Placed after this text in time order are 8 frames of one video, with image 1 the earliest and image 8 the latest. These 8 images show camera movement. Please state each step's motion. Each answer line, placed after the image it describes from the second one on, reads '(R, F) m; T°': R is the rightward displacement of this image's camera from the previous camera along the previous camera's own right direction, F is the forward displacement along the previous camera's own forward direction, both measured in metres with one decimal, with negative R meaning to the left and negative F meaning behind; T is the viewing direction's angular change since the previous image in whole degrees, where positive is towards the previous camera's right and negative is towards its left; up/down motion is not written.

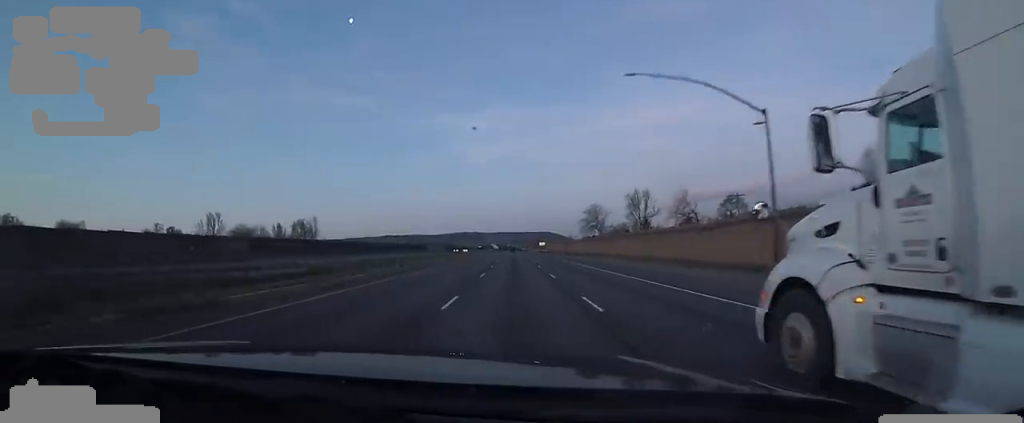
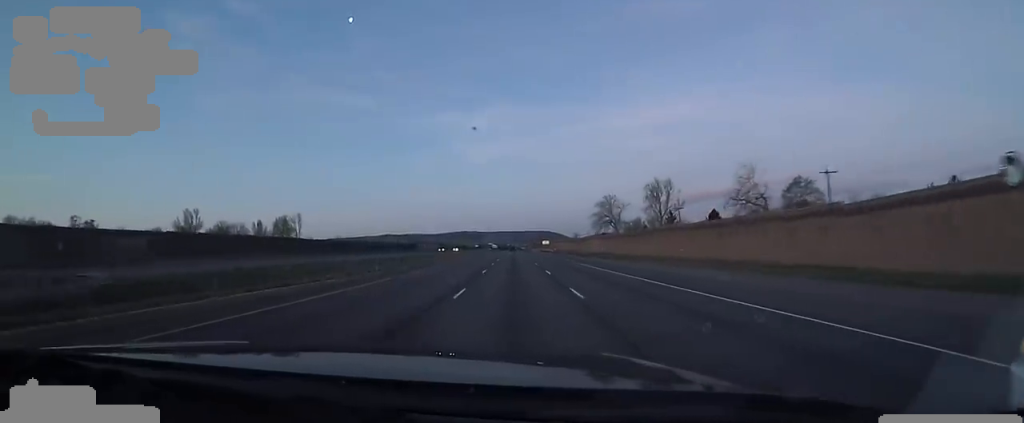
(-0.5, +20.9) m; 0°
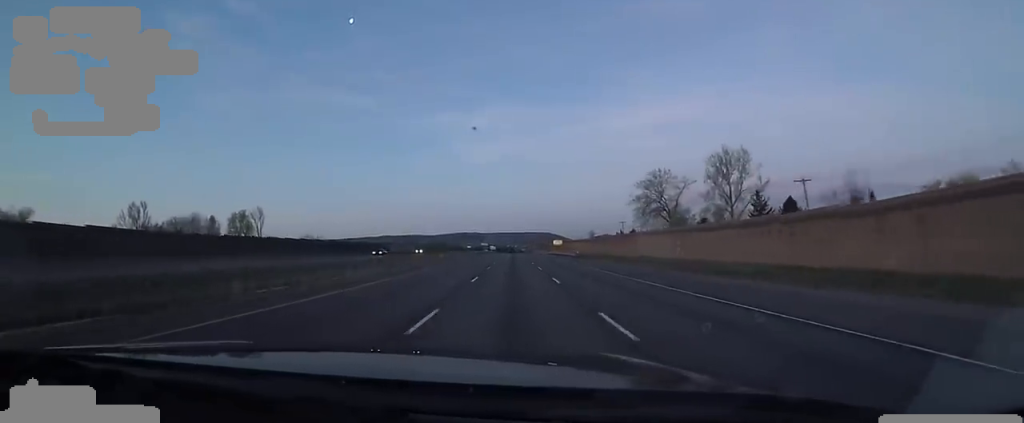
(+0.5, +41.5) m; +2°
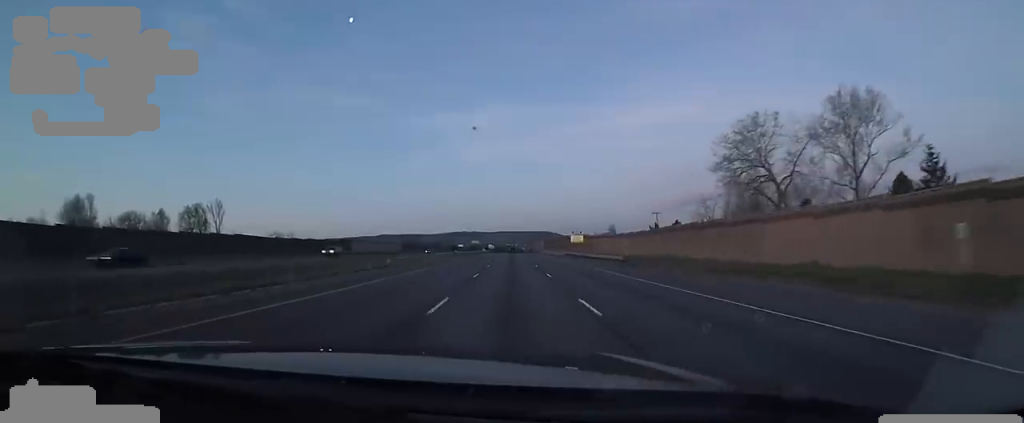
(-0.4, +34.3) m; -3°
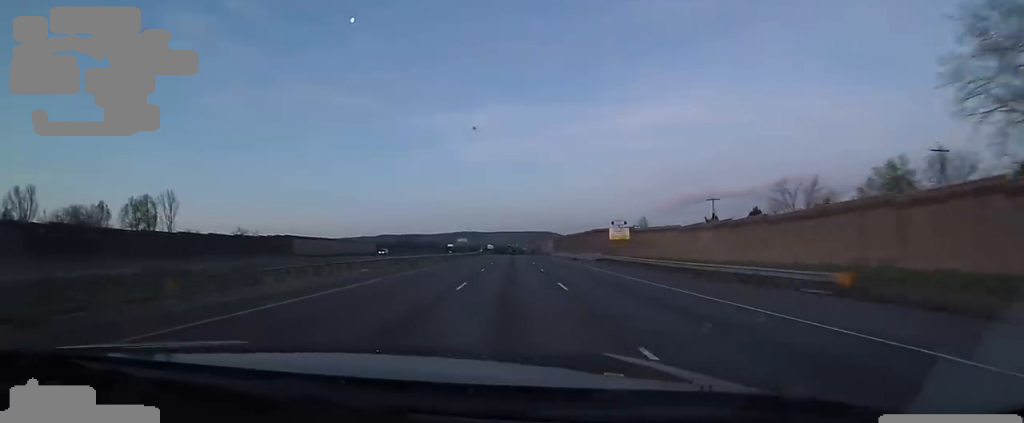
(-1.0, +31.6) m; +1°
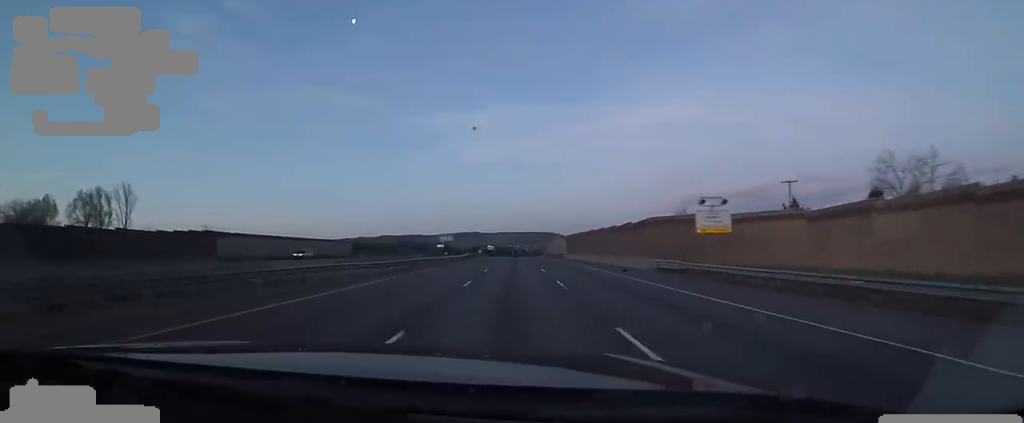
(+1.1, +23.5) m; +1°
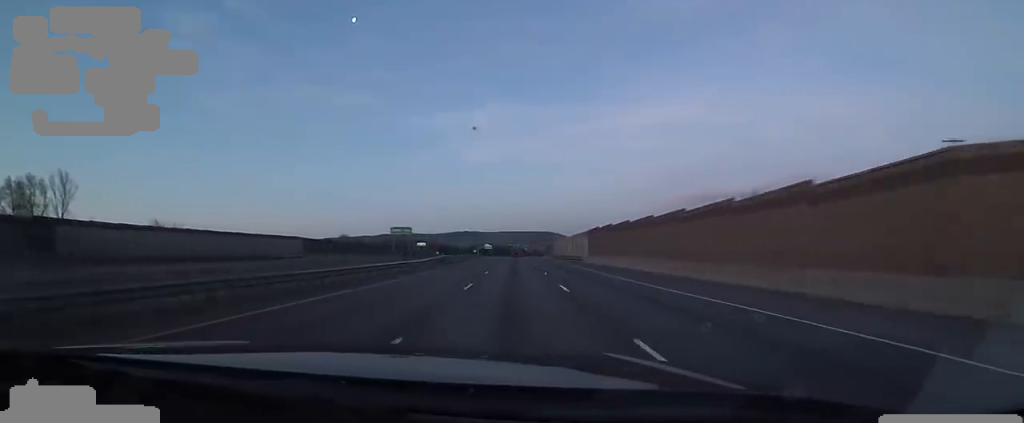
(0.0, +25.8) m; -1°
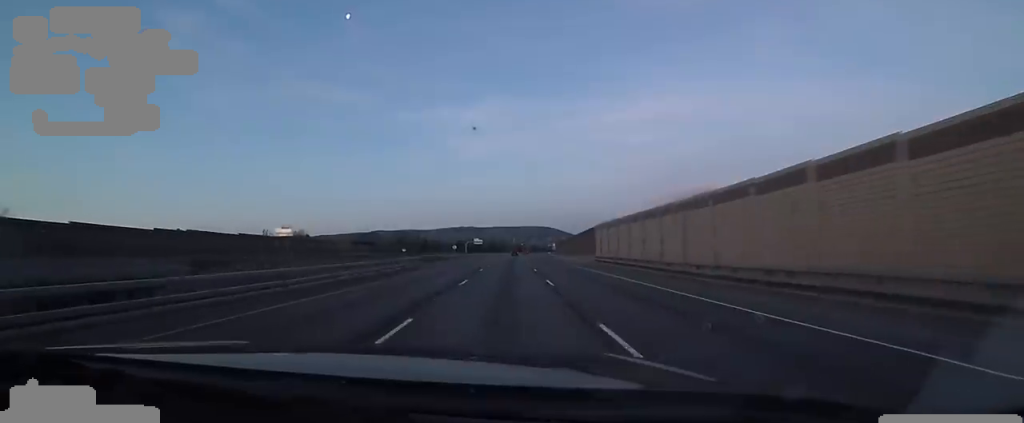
(-0.2, +60.1) m; +2°
